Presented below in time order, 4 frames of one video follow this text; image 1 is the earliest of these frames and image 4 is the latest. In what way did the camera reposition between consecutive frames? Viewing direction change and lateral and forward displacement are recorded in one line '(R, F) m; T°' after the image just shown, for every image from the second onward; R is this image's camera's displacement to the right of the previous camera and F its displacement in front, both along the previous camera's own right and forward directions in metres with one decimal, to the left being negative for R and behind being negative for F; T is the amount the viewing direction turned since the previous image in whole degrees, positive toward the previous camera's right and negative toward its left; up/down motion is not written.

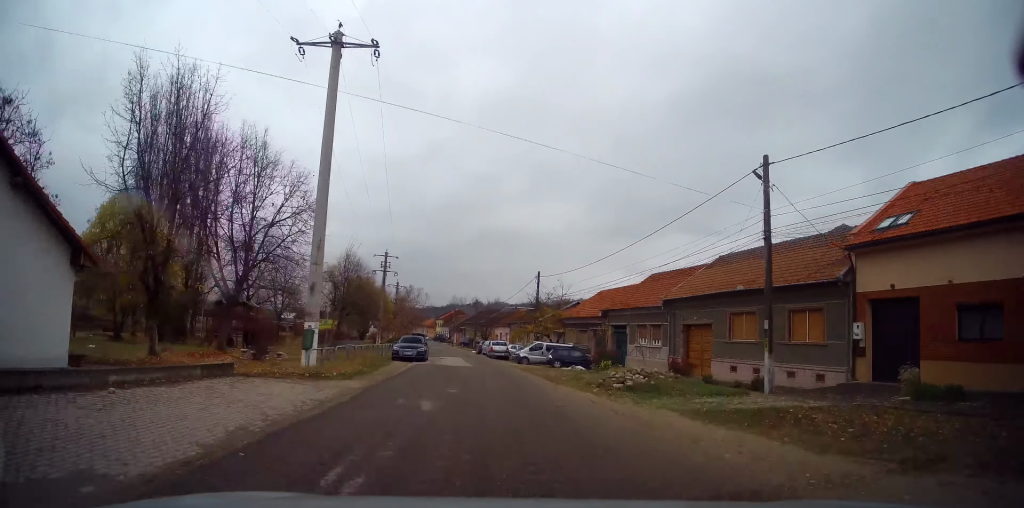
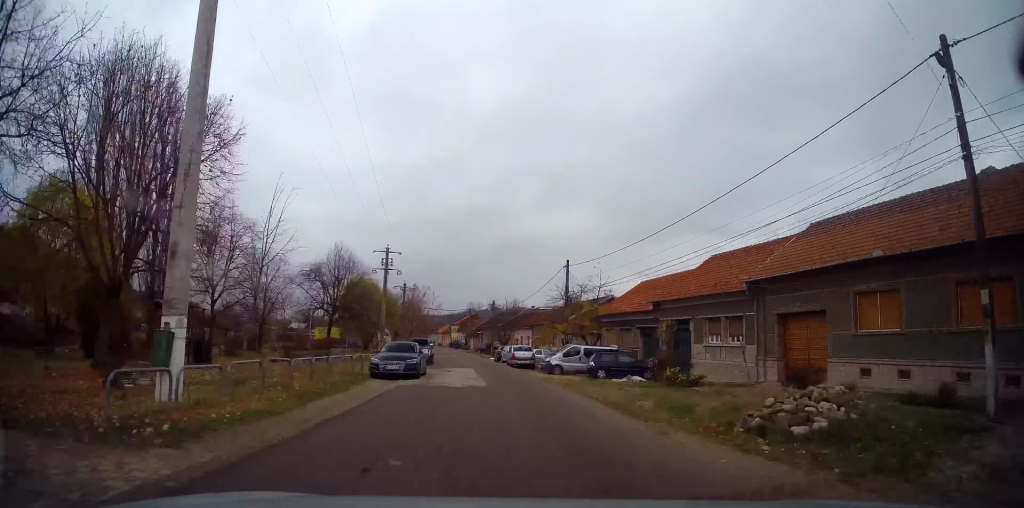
(-0.2, +9.2) m; -1°
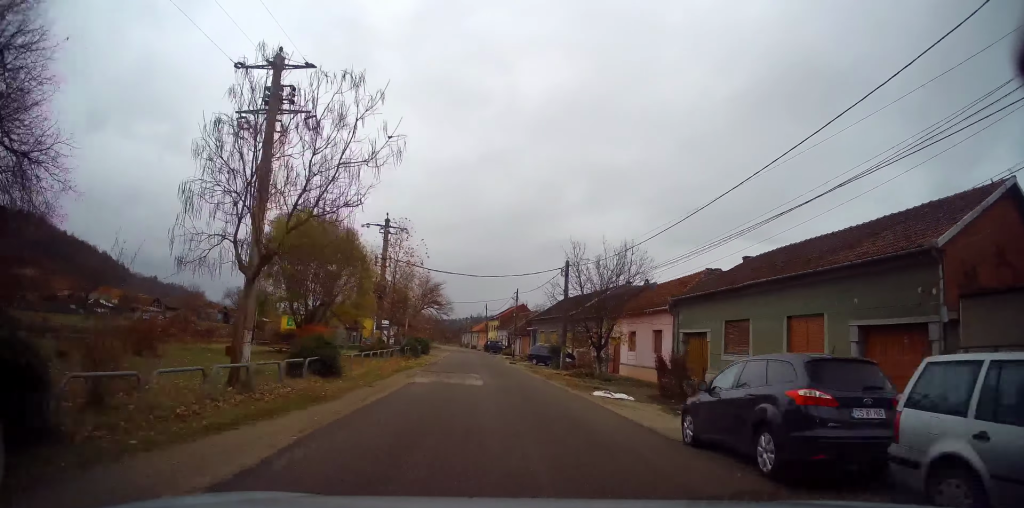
(-1.4, +41.5) m; -5°
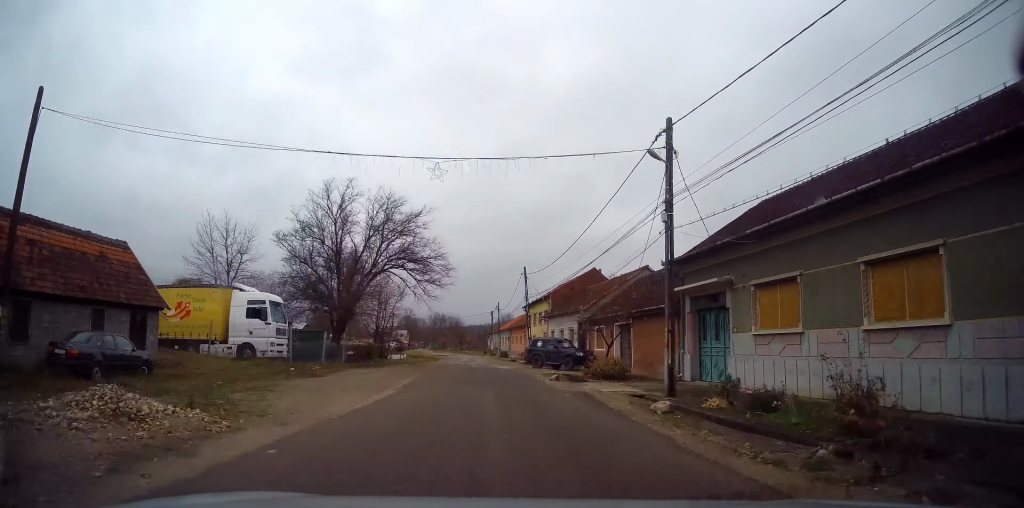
(-1.4, +49.2) m; -3°
